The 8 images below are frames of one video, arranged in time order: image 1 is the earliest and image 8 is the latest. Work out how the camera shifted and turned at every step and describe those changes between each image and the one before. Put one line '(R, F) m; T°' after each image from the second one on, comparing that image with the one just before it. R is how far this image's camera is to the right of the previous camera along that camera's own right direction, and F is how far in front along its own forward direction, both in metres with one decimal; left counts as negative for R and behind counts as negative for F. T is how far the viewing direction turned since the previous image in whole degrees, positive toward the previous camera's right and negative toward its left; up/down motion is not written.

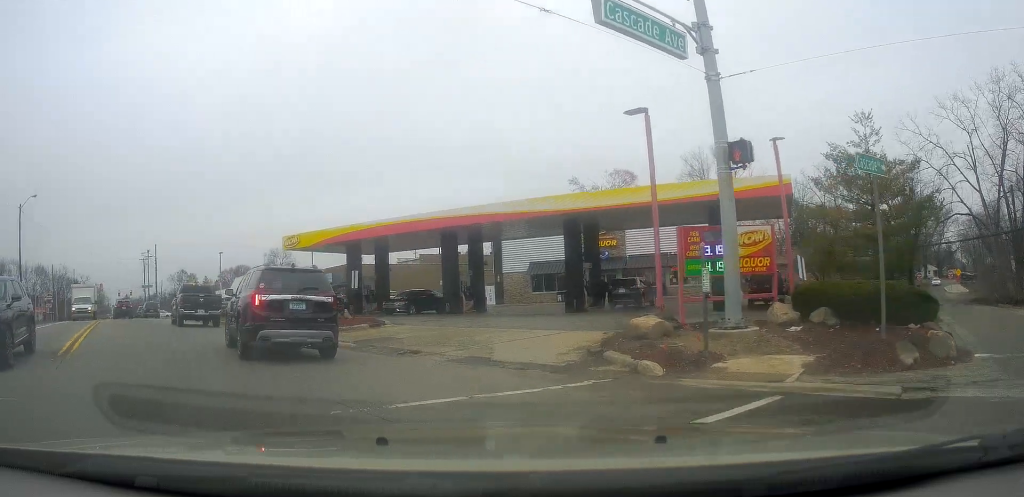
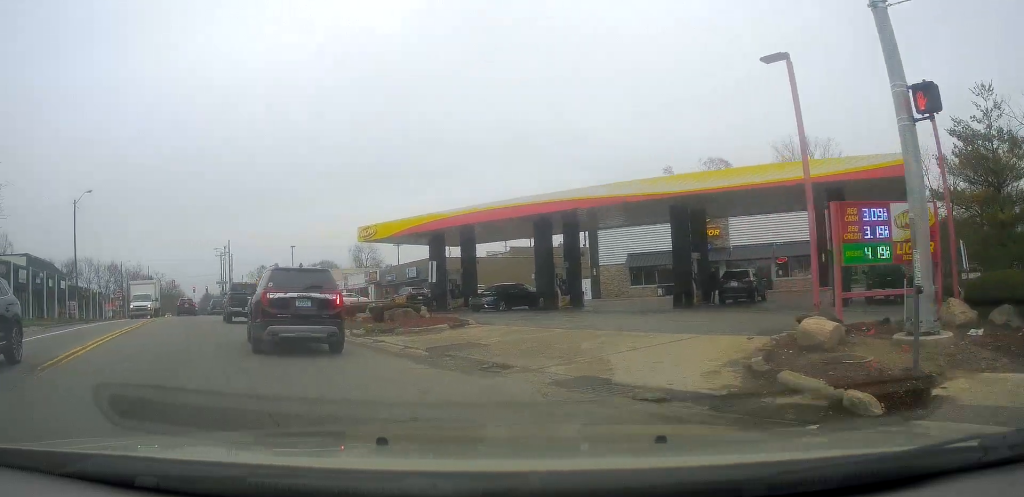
(-0.4, +3.2) m; -7°
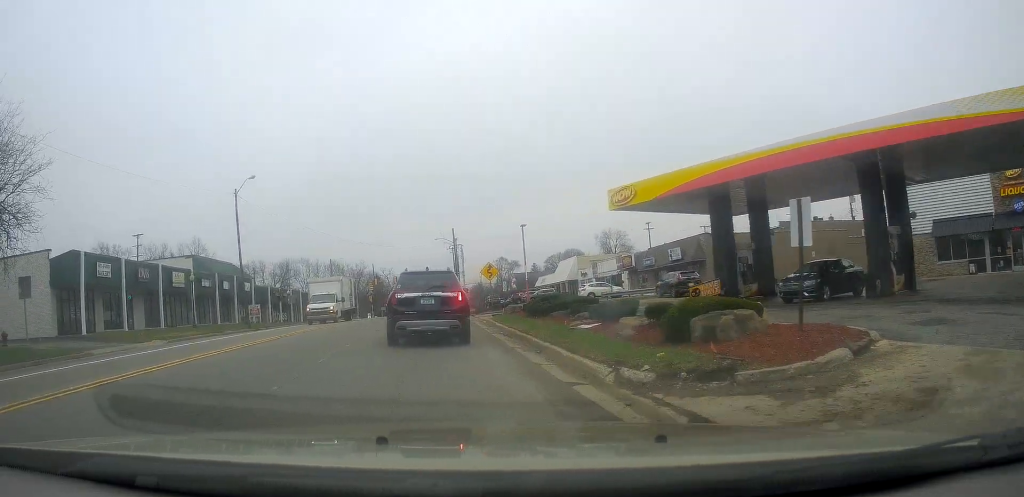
(-1.9, +9.9) m; -18°
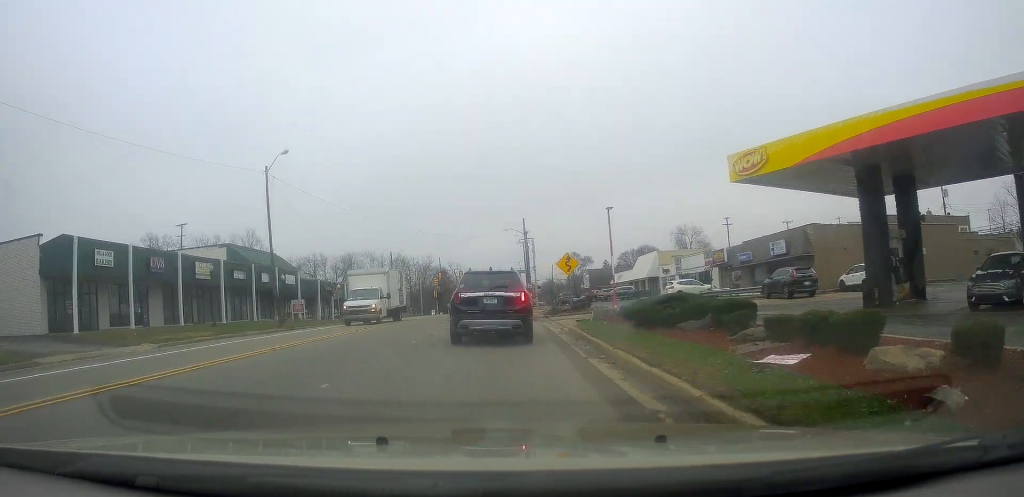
(-0.5, +6.4) m; -6°
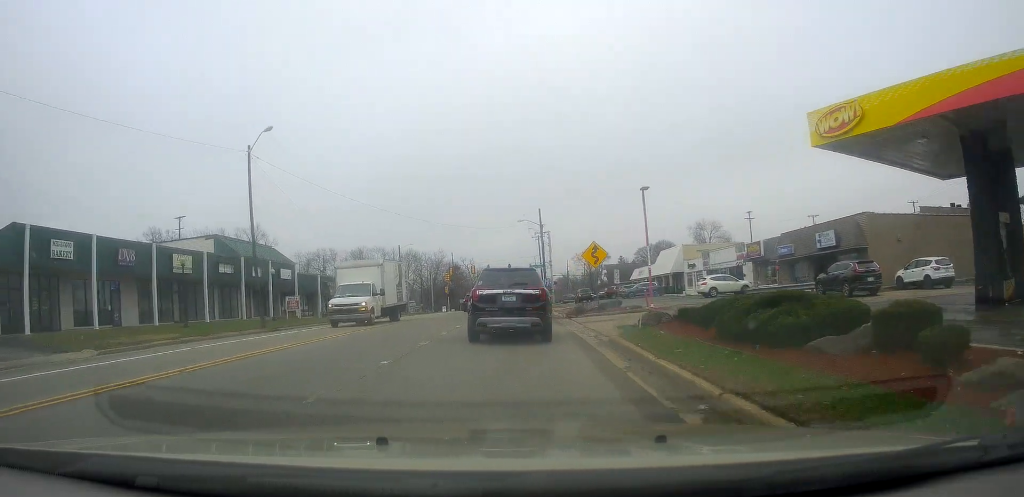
(-0.3, +4.7) m; -3°
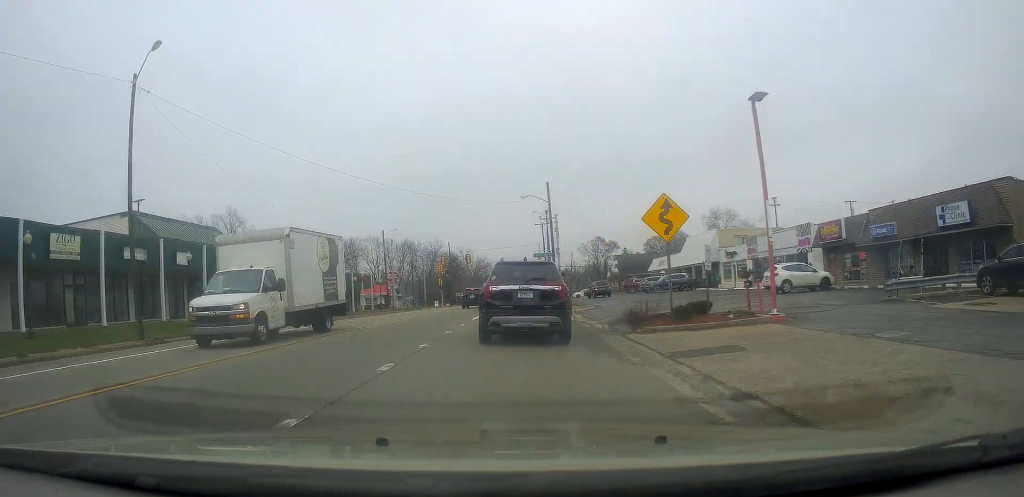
(-0.7, +11.8) m; -6°
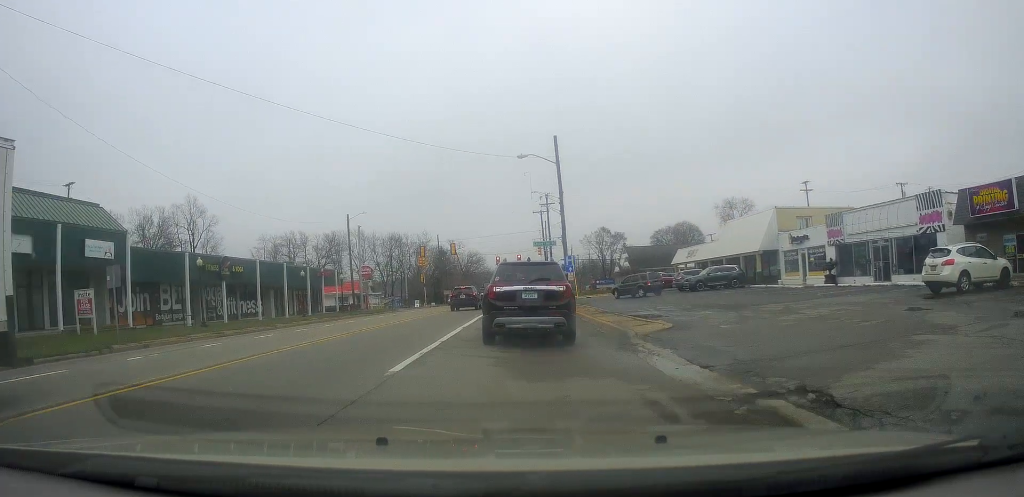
(+0.6, +15.7) m; +4°
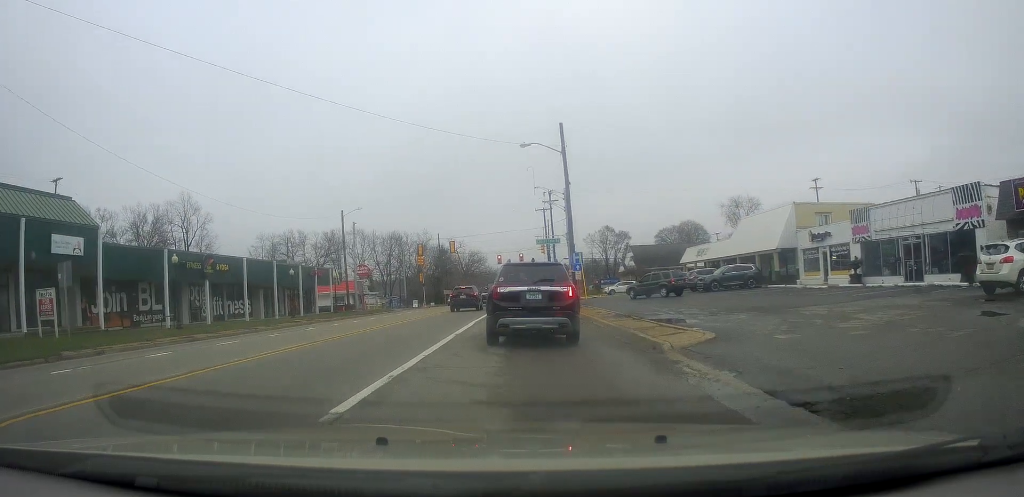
(+0.1, +3.0) m; -1°
